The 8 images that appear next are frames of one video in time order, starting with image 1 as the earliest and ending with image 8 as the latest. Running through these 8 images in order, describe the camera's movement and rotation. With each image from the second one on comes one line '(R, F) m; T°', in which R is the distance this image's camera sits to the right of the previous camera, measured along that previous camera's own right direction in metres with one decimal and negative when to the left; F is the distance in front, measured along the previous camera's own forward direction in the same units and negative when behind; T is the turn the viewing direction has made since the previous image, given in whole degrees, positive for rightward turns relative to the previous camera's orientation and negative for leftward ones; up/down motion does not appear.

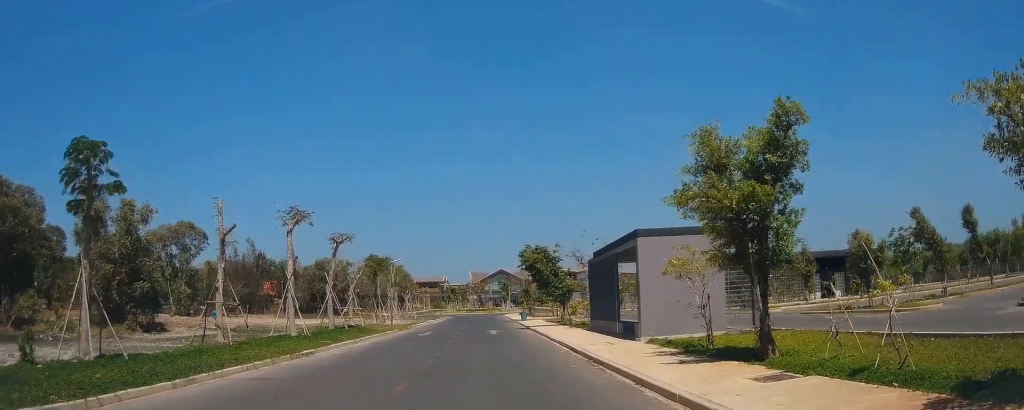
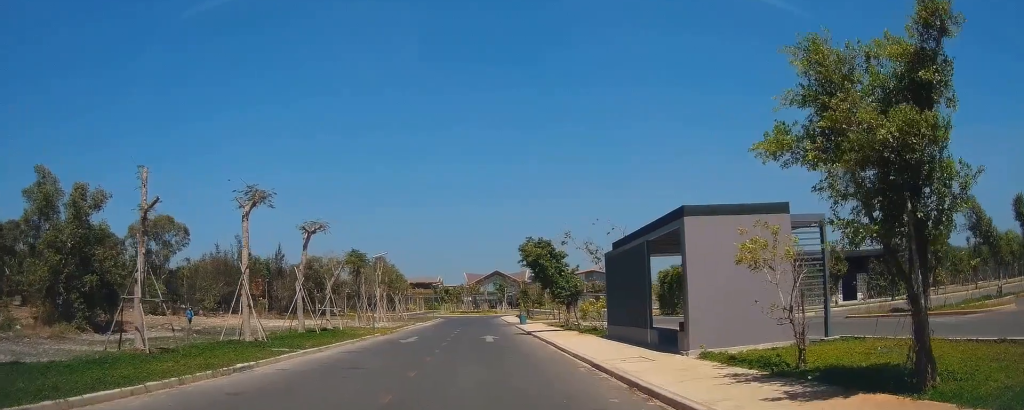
(+0.3, +5.4) m; +3°
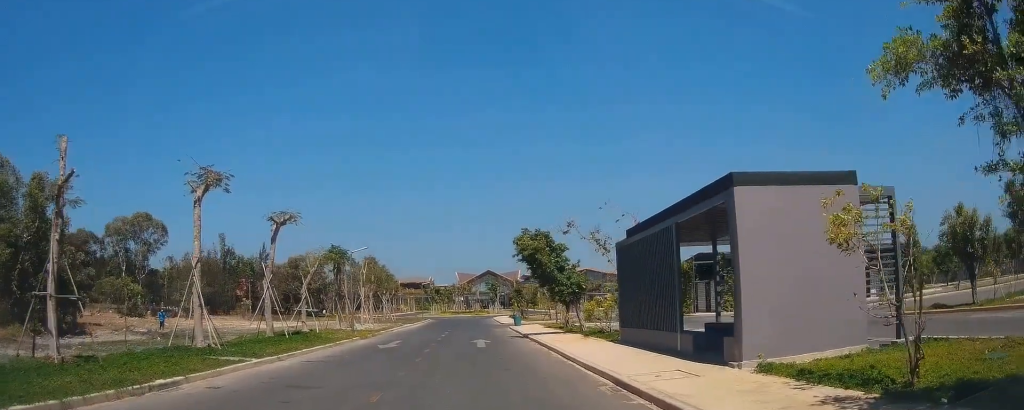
(0.0, +3.9) m; 0°
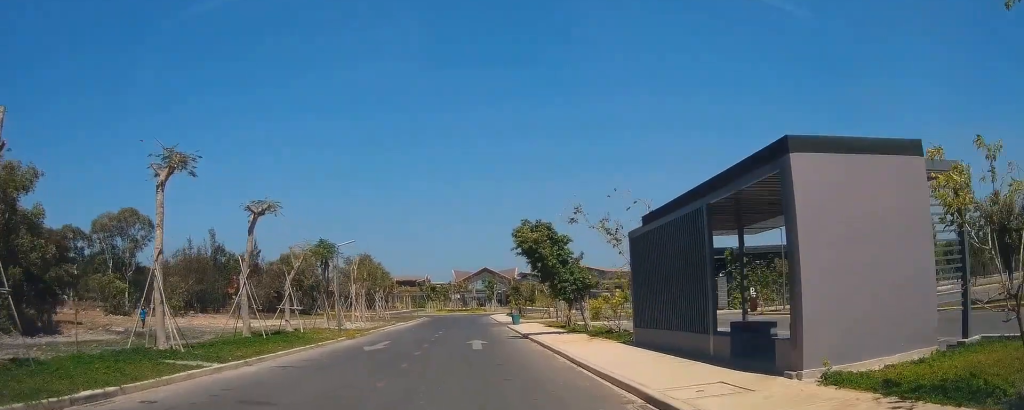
(0.0, +2.5) m; -1°
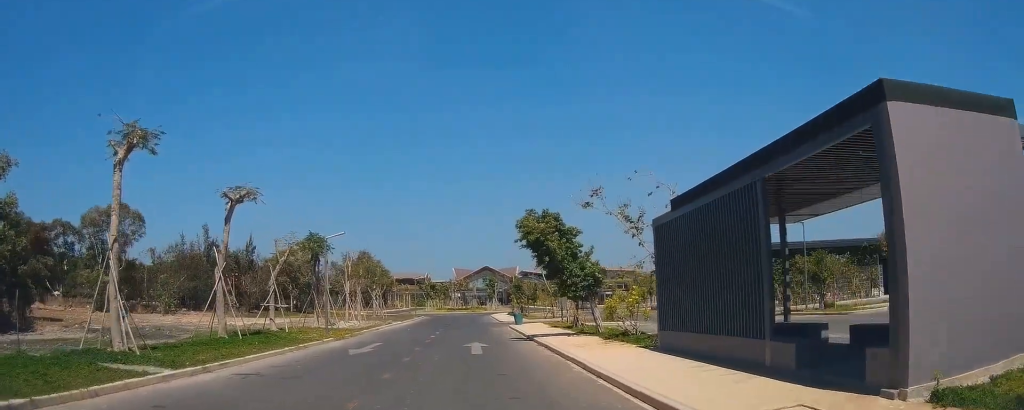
(0.0, +2.7) m; -2°
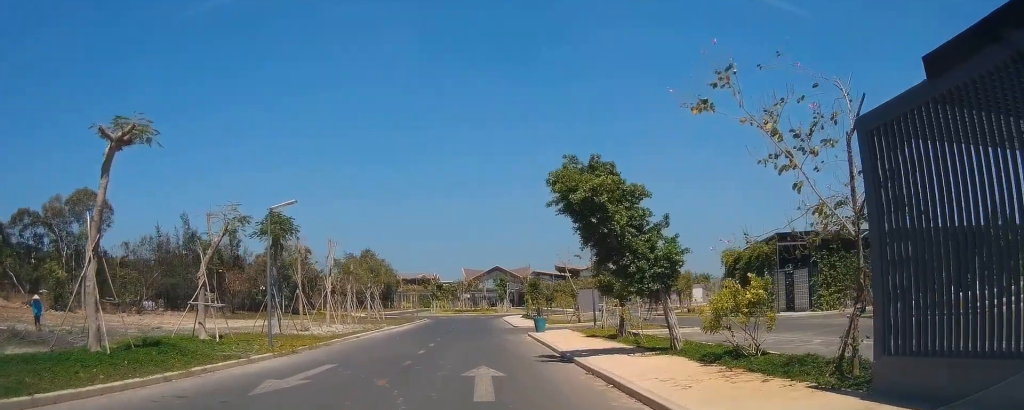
(-0.8, +9.4) m; +2°
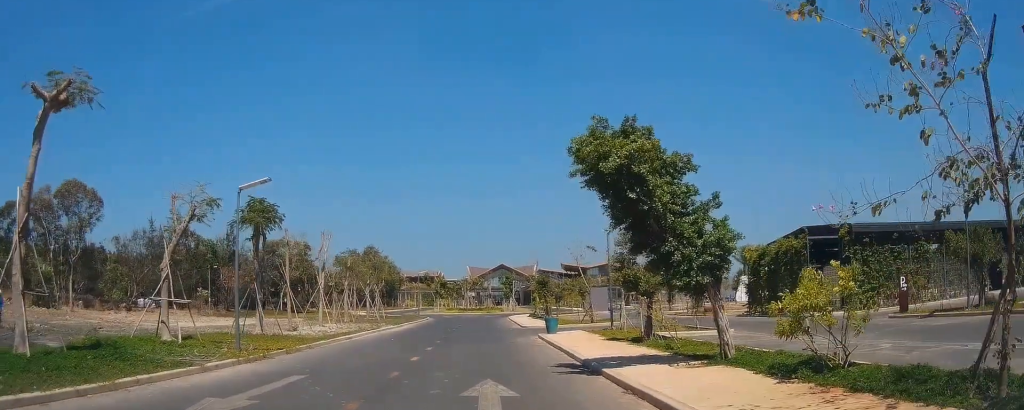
(+0.4, +3.1) m; +4°
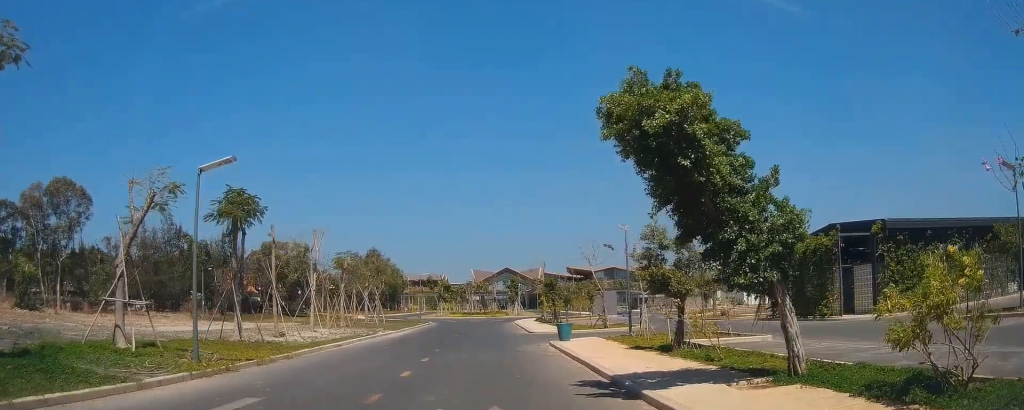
(+0.1, +3.0) m; +1°
